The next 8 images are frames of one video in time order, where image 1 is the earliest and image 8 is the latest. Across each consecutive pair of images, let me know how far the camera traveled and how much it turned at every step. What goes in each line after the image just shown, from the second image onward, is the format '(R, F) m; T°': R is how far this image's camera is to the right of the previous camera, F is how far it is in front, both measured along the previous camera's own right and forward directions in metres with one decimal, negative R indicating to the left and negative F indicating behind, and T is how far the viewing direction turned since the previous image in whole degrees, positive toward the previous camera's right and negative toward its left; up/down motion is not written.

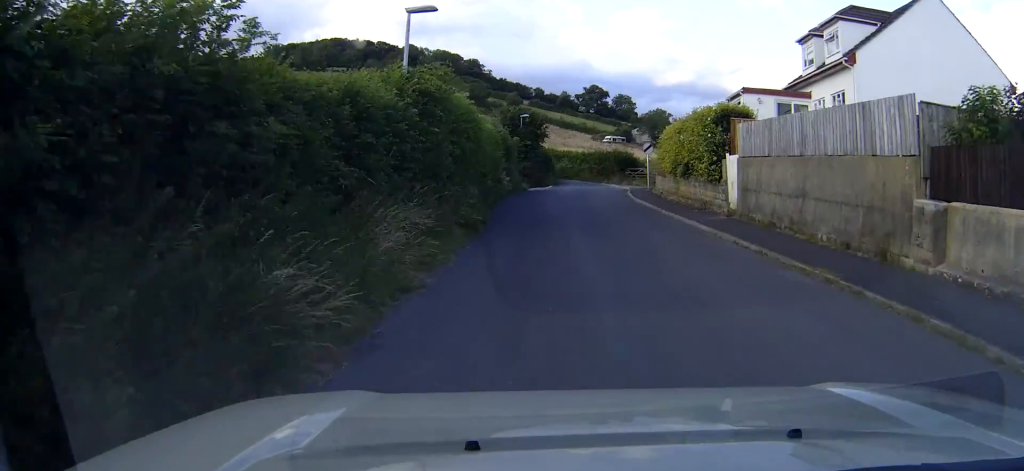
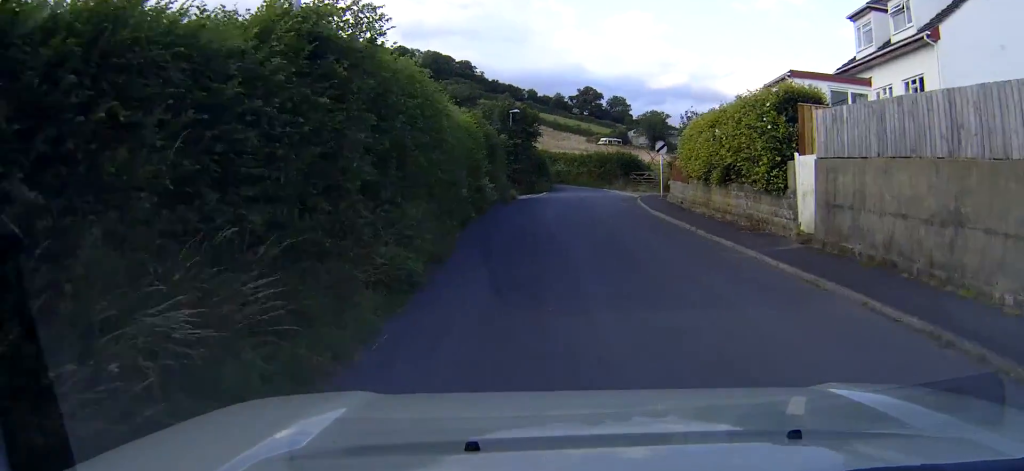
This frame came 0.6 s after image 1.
(0.0, +6.6) m; +1°
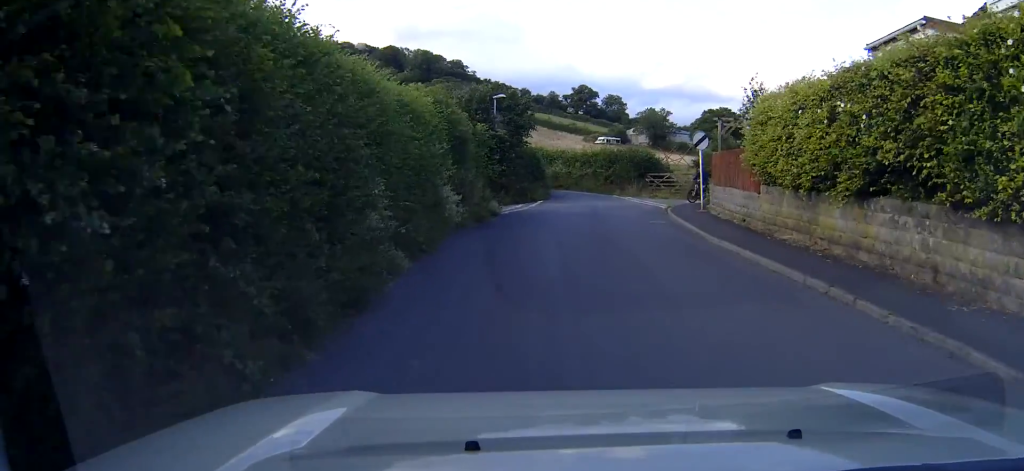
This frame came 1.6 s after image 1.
(0.0, +9.1) m; +1°
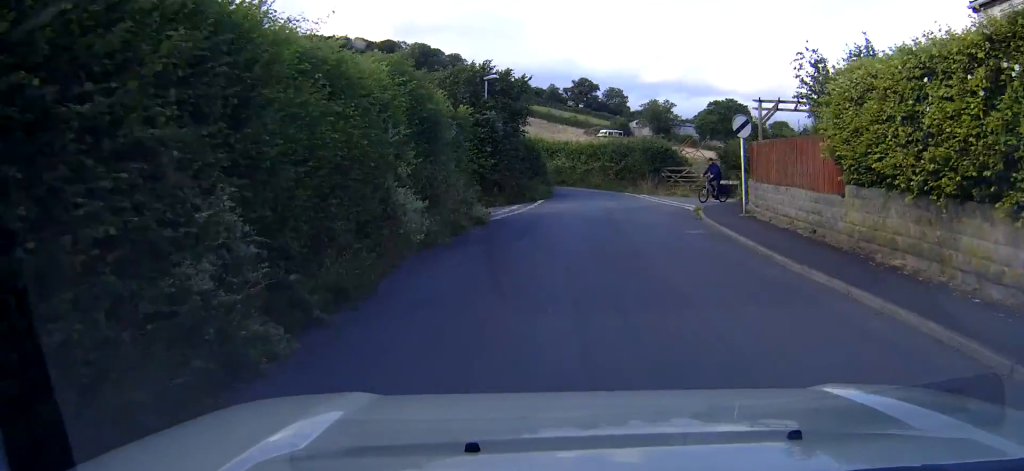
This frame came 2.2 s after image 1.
(0.0, +4.7) m; 0°
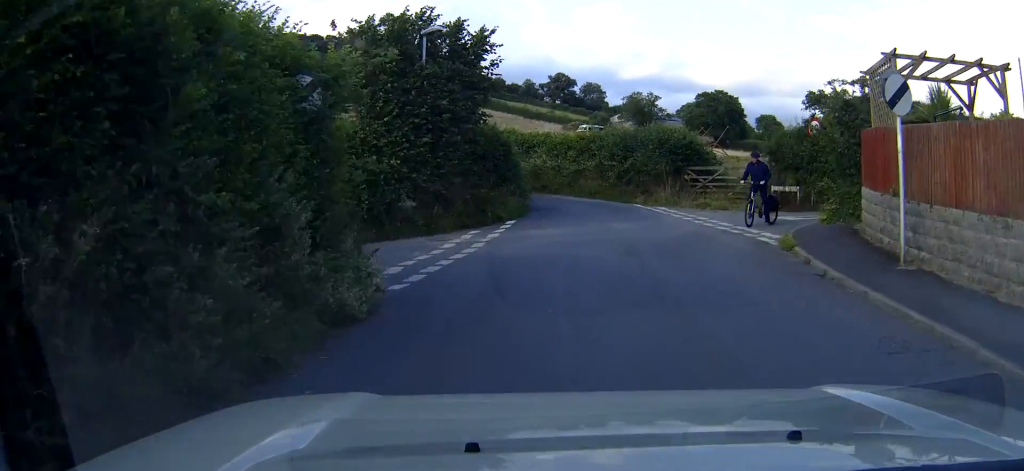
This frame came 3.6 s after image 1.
(0.0, +9.2) m; -5°
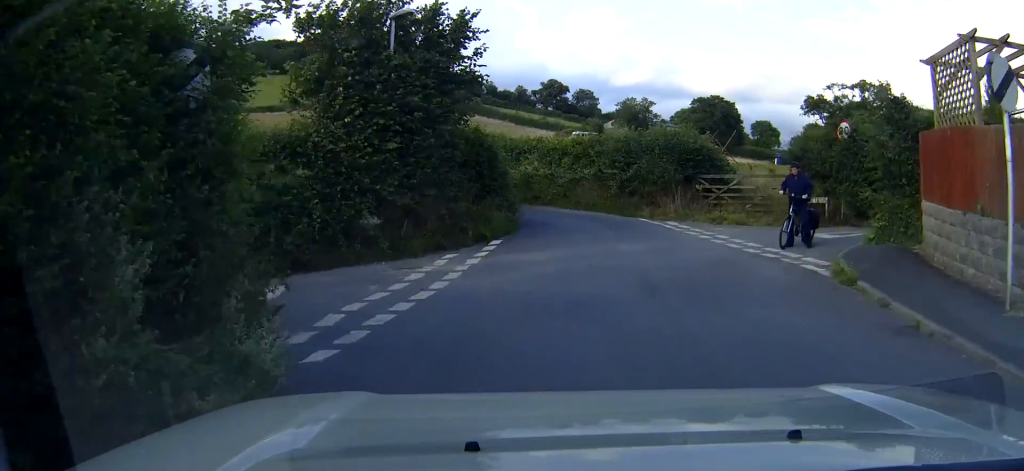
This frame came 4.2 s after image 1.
(-0.2, +2.5) m; -10°
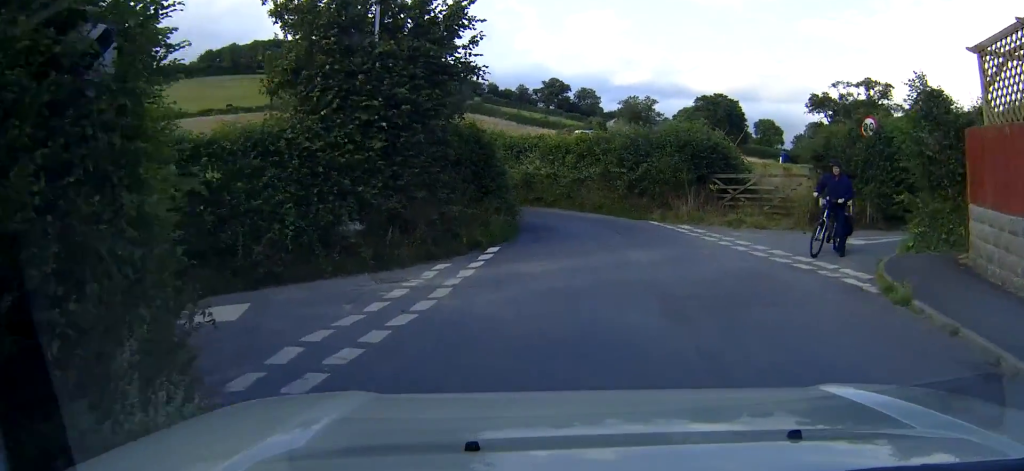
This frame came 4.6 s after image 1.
(0.0, +1.5) m; -9°
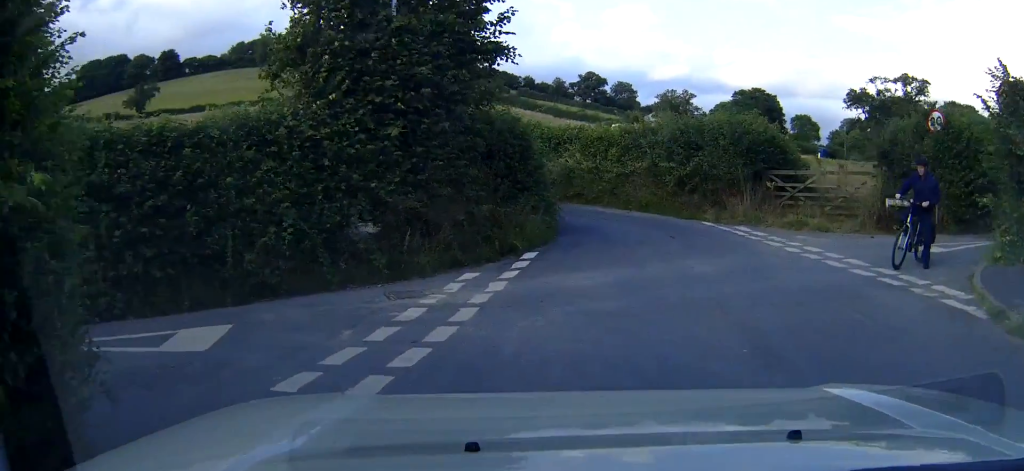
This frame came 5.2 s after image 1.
(-0.3, +1.4) m; -20°
